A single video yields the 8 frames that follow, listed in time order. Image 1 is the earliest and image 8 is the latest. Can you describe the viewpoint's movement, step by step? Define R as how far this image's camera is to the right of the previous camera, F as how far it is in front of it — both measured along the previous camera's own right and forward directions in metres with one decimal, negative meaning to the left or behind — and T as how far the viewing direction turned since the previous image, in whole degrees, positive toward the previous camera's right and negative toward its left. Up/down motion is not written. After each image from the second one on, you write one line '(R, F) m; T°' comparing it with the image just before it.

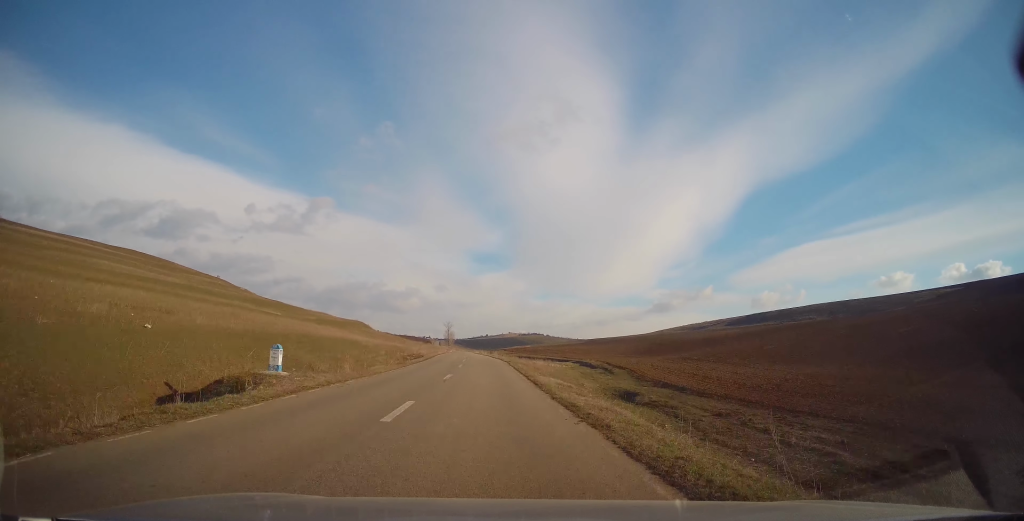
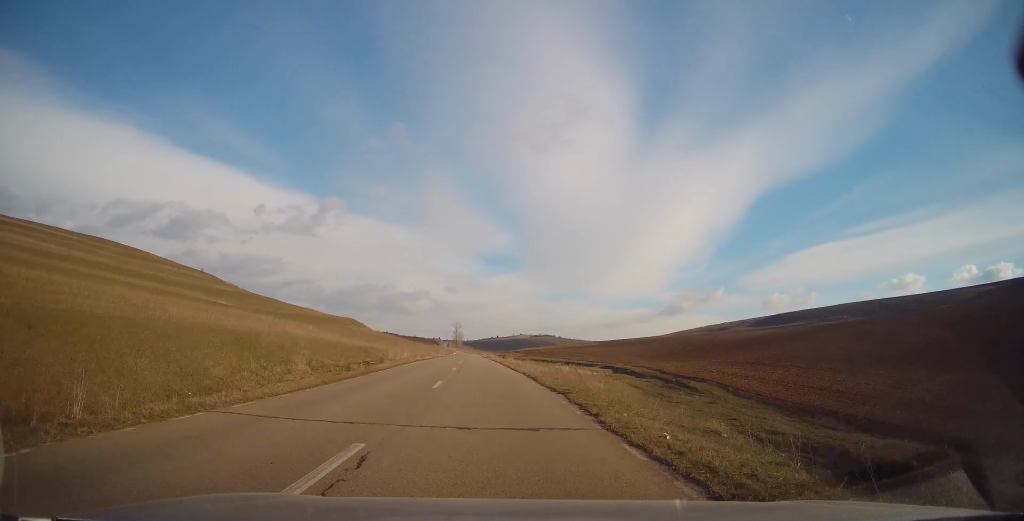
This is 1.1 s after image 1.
(-0.4, +28.8) m; -1°
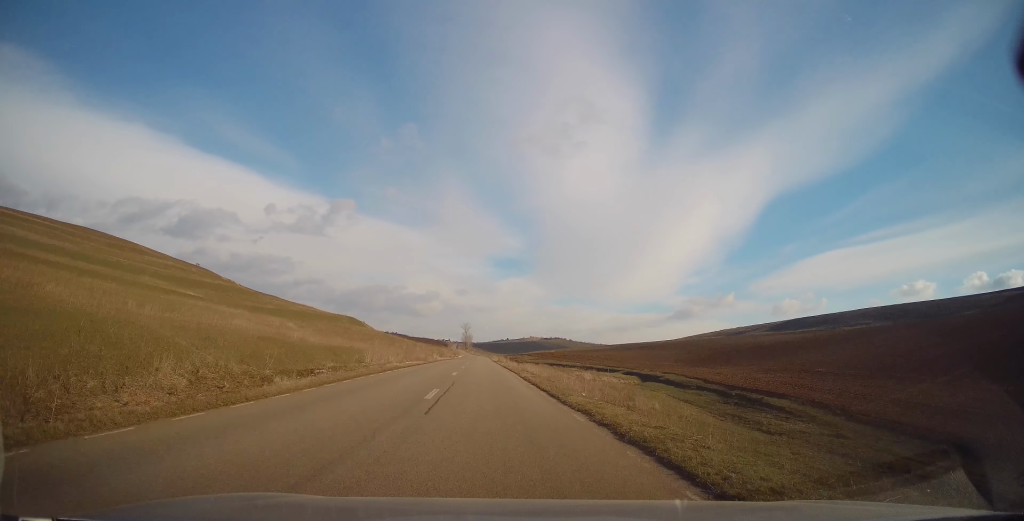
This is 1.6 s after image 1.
(+0.3, +14.2) m; -1°
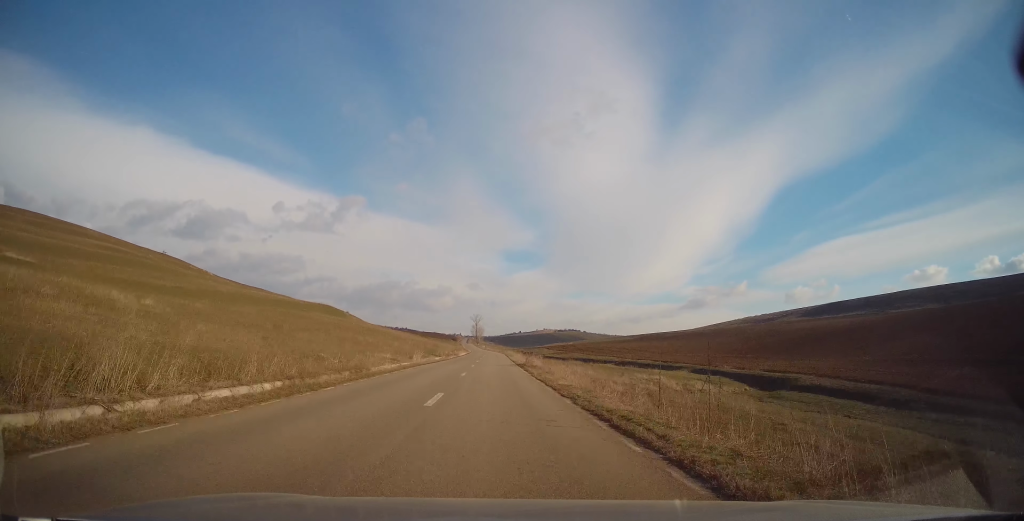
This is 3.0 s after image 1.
(-1.0, +37.8) m; -1°
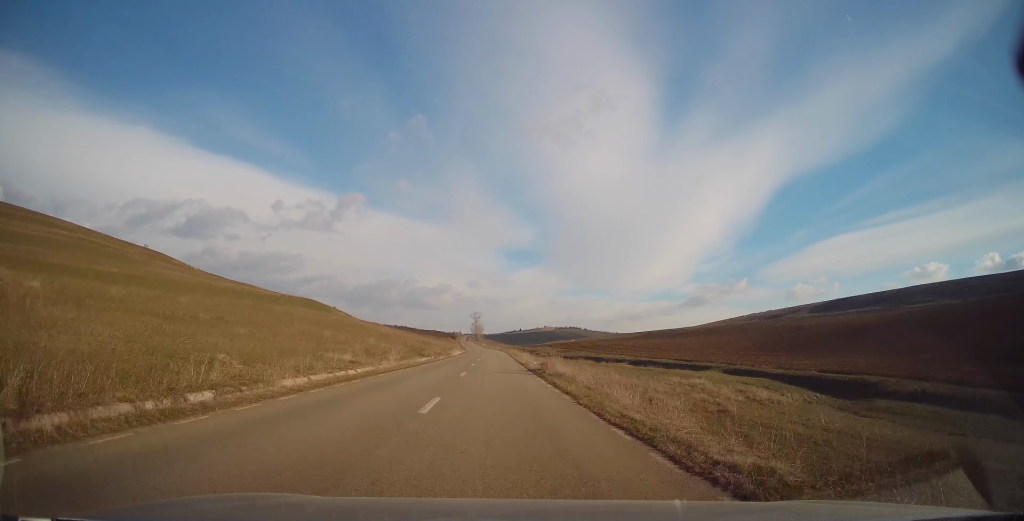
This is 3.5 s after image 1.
(+0.3, +12.9) m; 0°
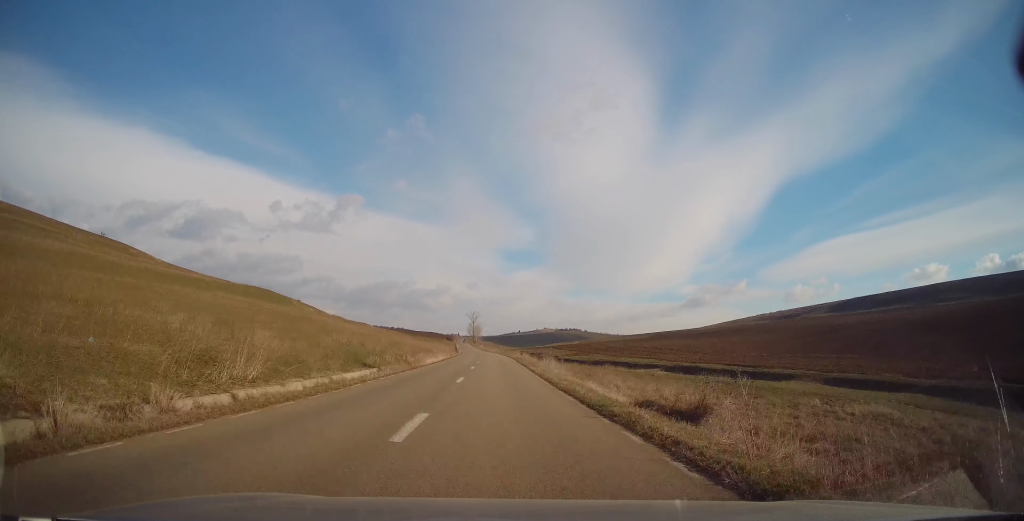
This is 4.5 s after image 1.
(-0.3, +26.4) m; -1°
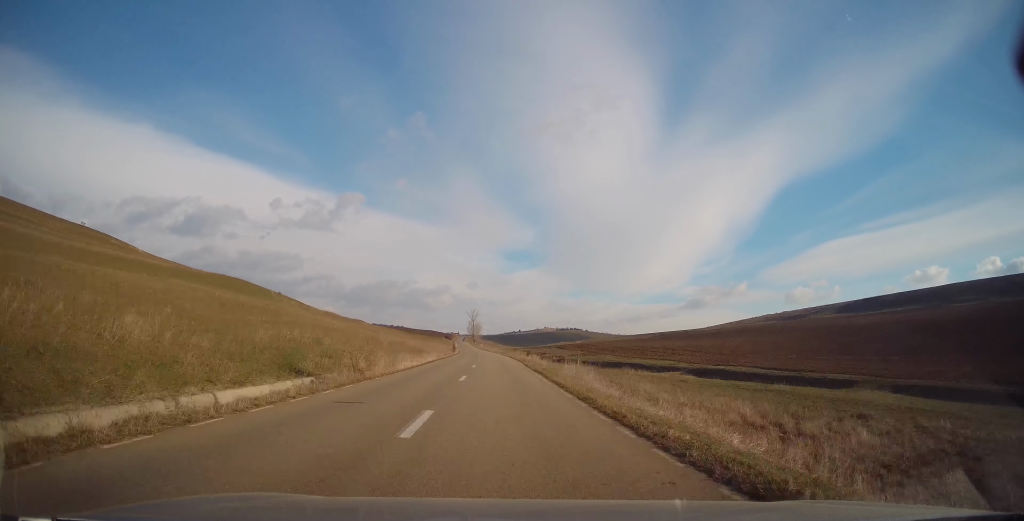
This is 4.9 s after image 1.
(-0.1, +11.2) m; 0°
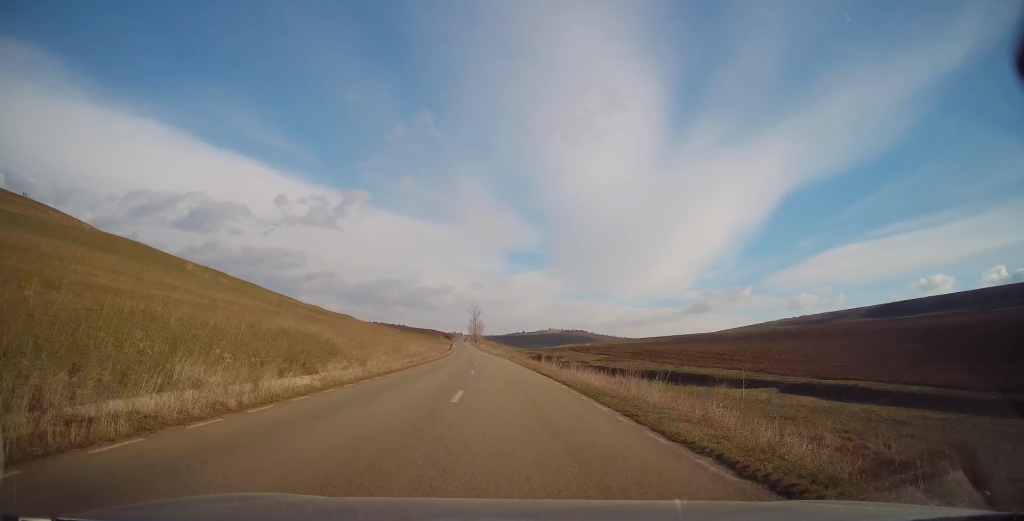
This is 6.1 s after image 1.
(+0.1, +30.9) m; 0°
